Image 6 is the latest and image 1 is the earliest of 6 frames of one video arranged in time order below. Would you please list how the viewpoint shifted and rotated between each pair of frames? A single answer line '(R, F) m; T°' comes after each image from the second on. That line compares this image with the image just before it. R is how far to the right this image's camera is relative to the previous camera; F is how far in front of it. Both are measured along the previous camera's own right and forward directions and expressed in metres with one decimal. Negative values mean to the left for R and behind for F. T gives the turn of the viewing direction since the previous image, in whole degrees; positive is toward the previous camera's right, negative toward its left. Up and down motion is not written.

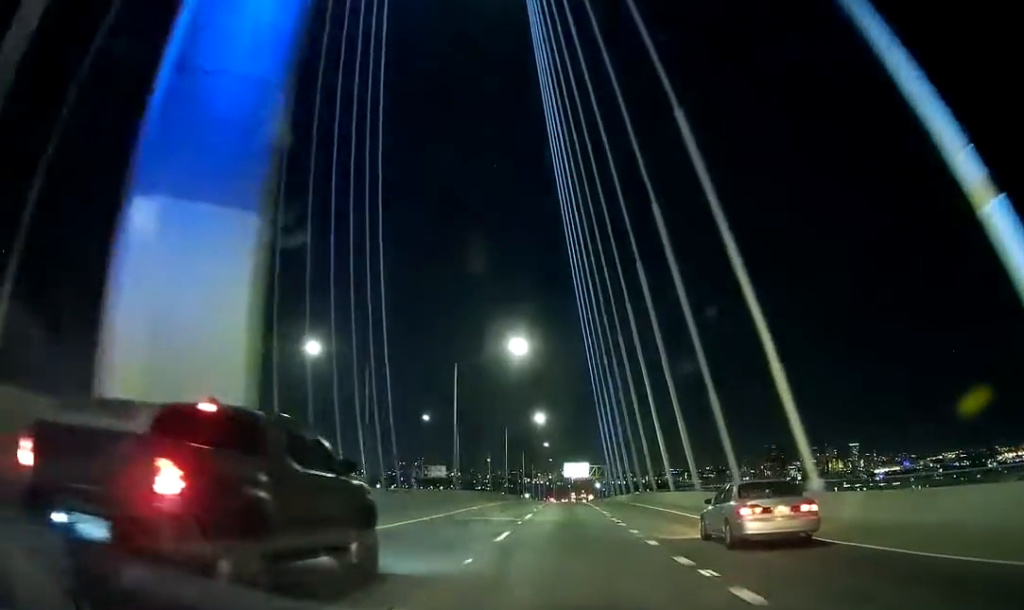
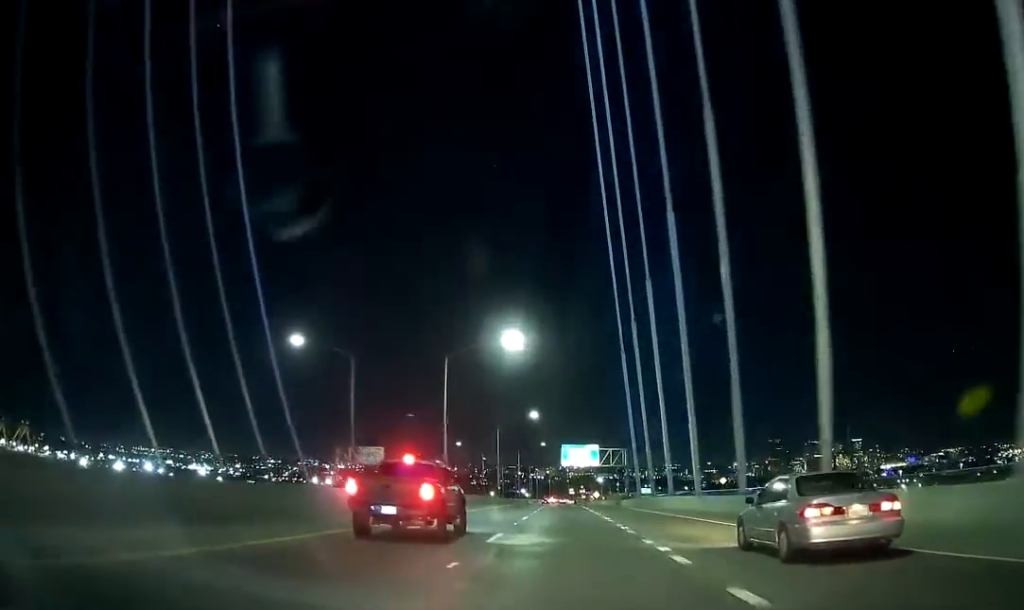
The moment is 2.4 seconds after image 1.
(+0.7, +59.0) m; +1°
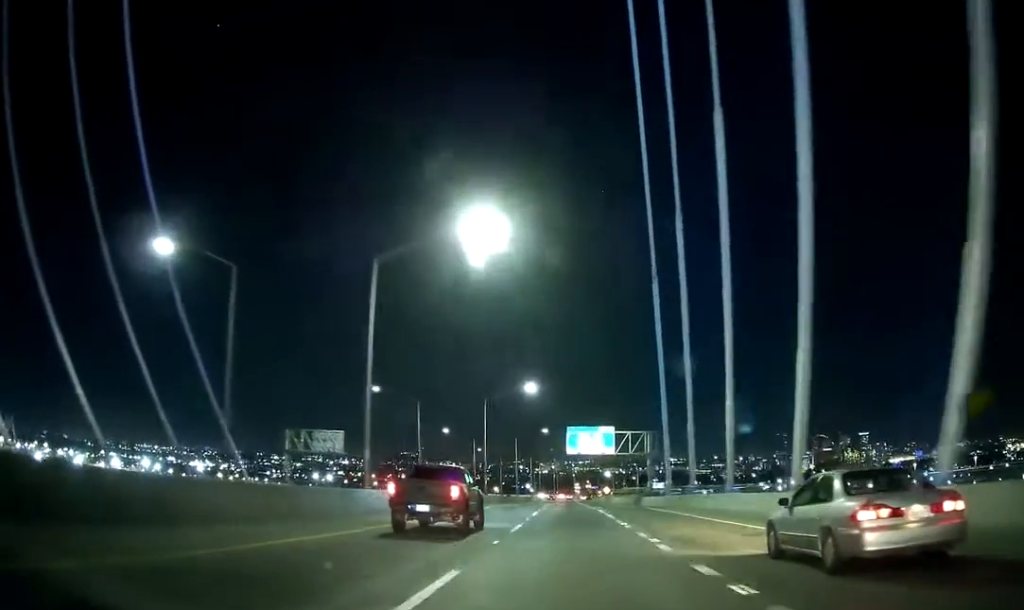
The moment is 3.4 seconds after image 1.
(-0.1, +24.5) m; 0°
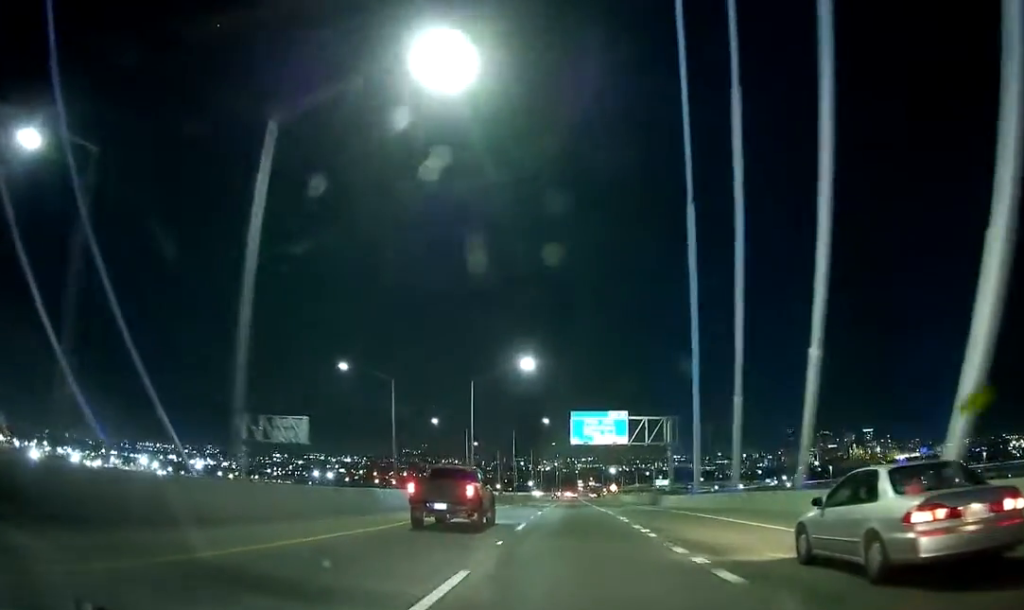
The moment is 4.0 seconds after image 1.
(0.0, +14.1) m; 0°
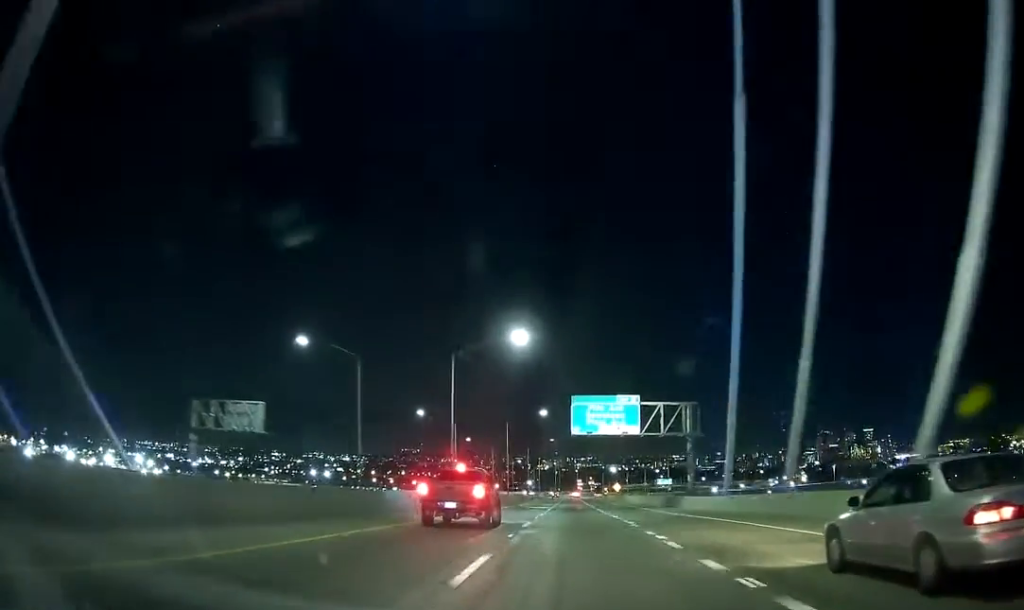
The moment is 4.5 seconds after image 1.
(0.0, +12.5) m; 0°
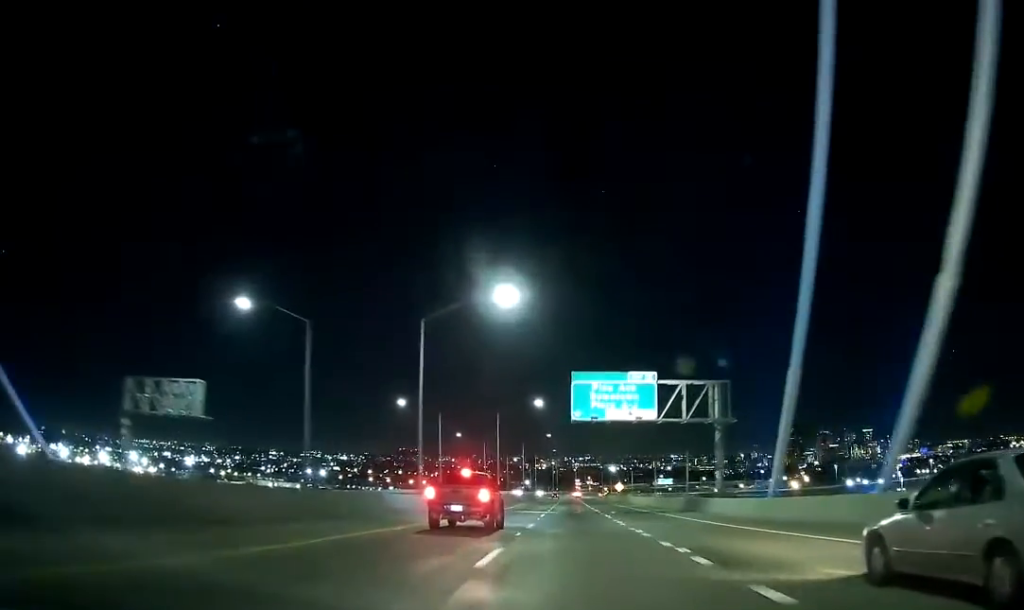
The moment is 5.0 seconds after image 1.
(-0.1, +11.9) m; 0°
